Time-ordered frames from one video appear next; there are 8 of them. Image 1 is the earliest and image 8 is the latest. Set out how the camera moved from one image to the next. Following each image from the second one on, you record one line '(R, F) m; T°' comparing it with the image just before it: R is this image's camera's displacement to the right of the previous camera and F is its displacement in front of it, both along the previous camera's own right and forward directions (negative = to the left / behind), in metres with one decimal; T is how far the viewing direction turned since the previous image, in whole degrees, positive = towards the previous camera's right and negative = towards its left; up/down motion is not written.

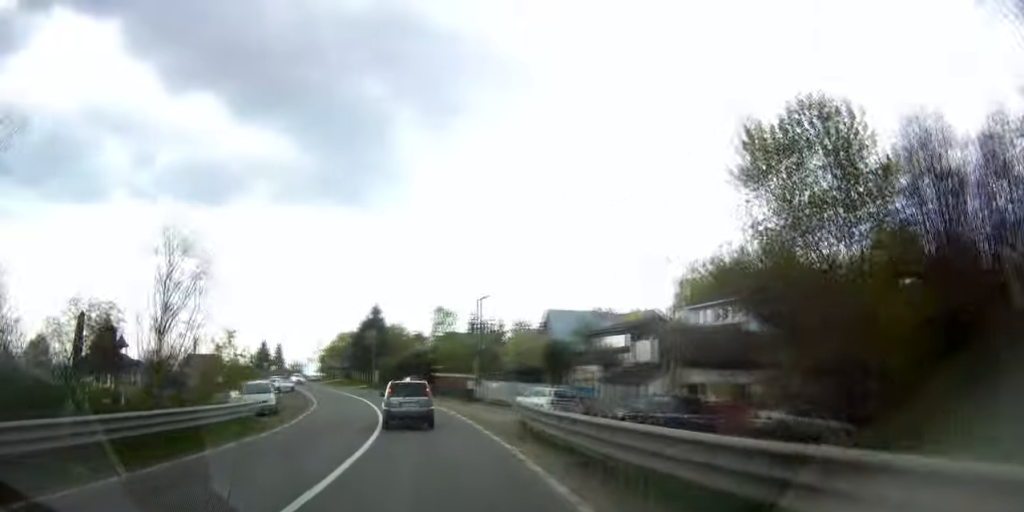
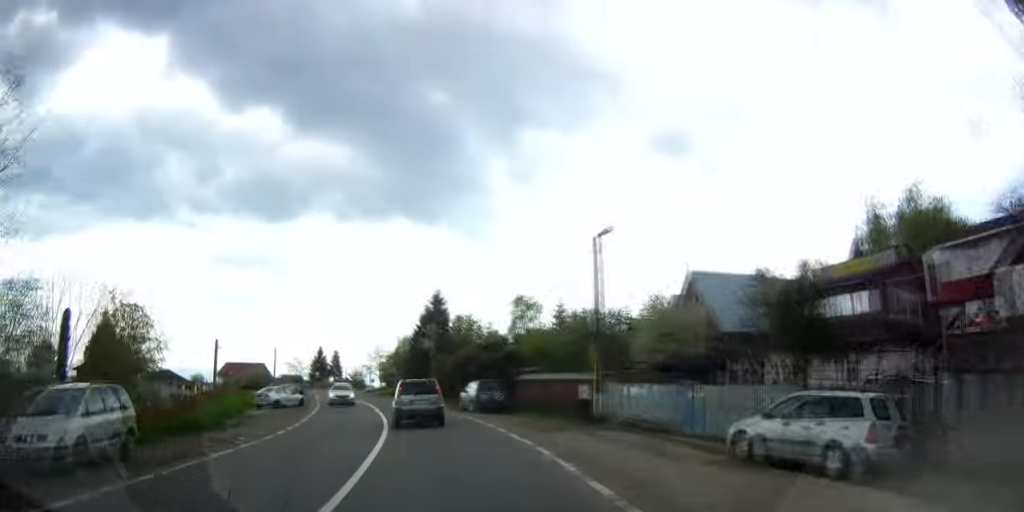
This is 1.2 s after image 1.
(-1.6, +20.5) m; -9°
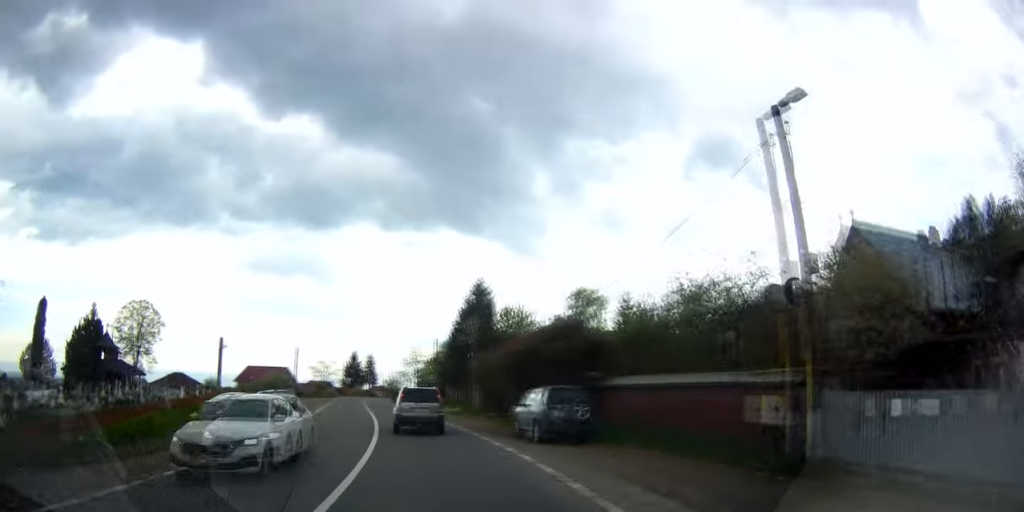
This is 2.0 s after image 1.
(-0.8, +13.3) m; -6°
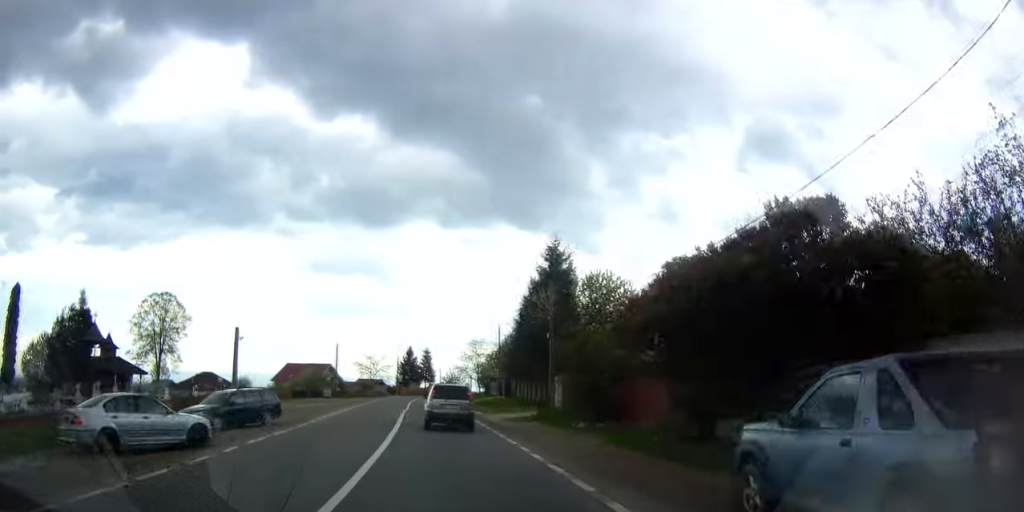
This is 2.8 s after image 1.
(-0.9, +14.1) m; -5°
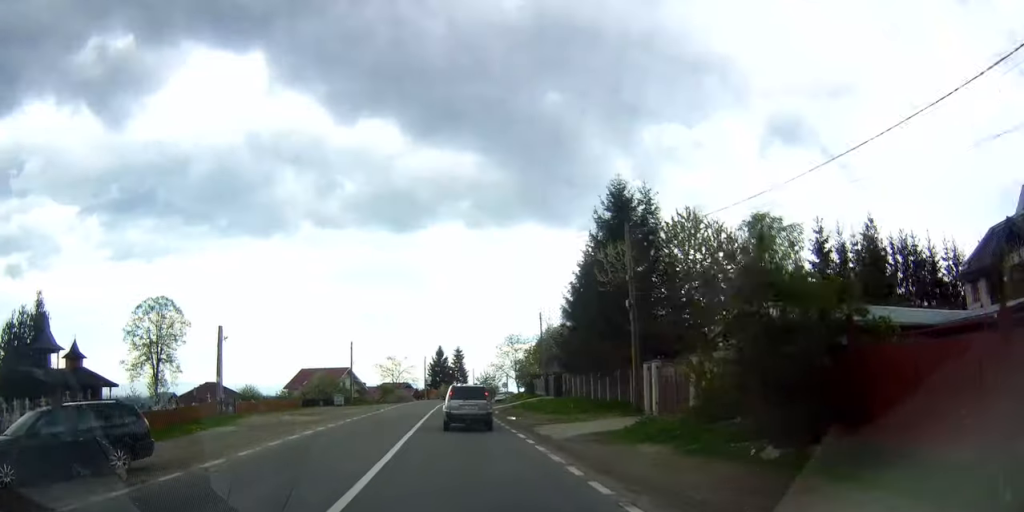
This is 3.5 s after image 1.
(-0.5, +12.8) m; -4°
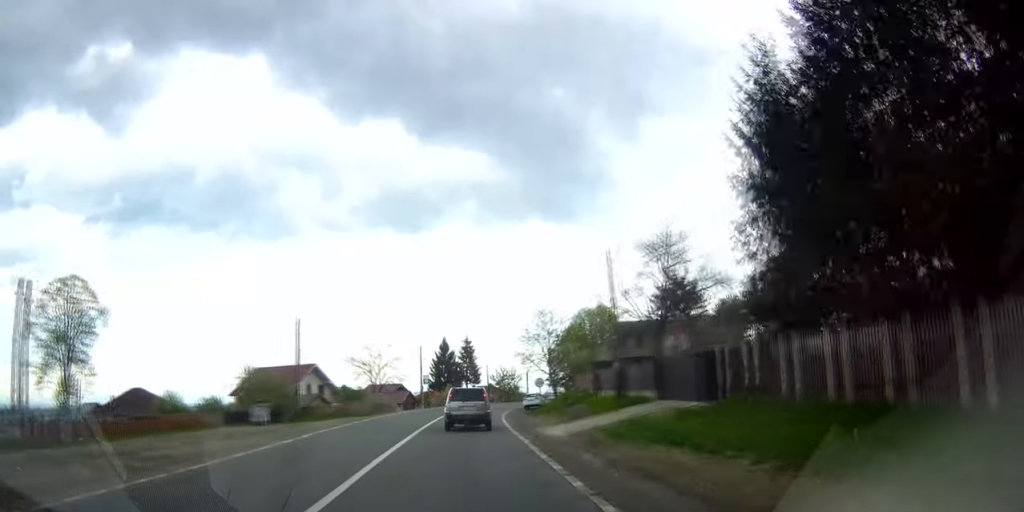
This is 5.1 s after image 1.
(-1.7, +28.5) m; -7°
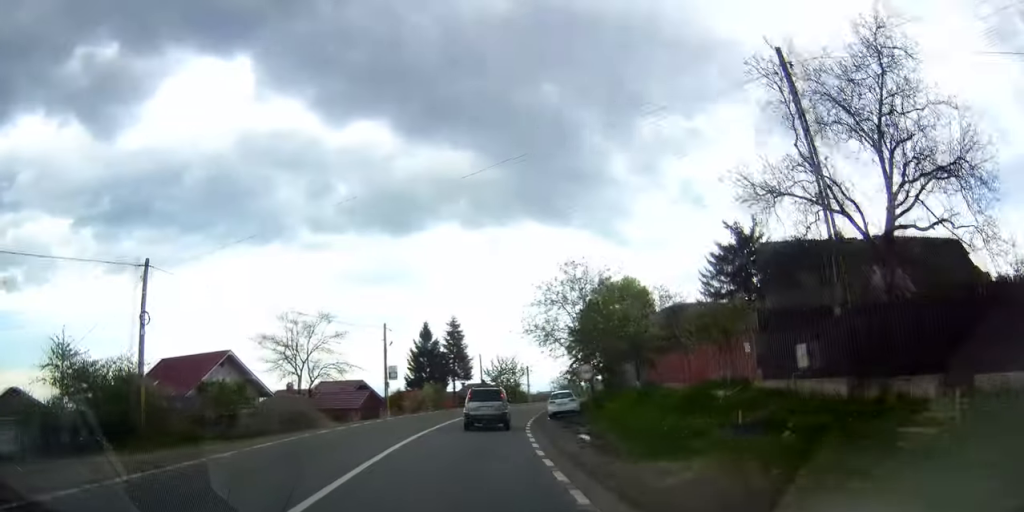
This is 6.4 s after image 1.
(-0.9, +23.2) m; -3°
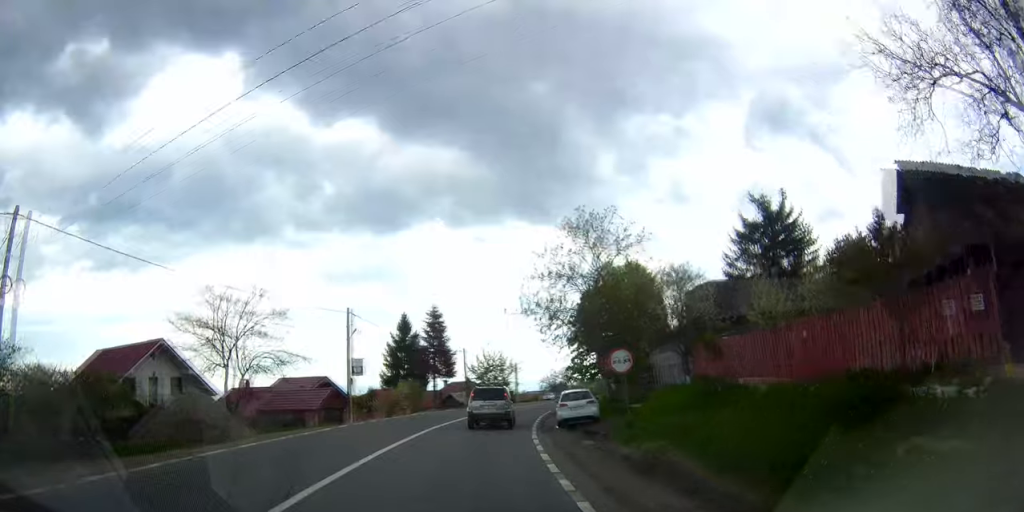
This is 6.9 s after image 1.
(-0.1, +8.5) m; -1°
